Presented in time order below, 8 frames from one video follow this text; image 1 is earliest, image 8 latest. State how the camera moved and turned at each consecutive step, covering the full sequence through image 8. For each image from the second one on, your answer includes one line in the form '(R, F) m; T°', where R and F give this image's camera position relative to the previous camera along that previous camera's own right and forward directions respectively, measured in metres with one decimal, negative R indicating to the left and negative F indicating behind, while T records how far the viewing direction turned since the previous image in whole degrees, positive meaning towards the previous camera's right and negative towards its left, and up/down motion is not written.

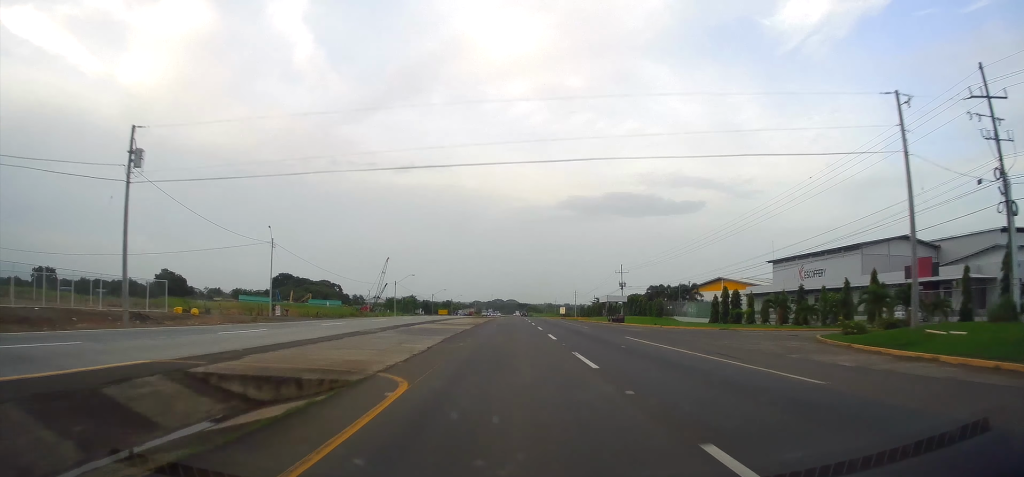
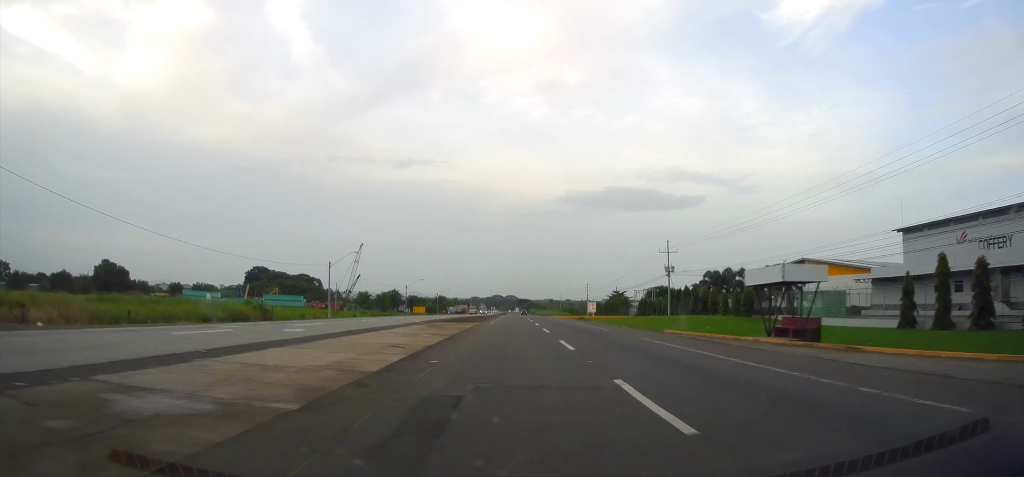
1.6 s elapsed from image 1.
(0.0, +40.4) m; 0°
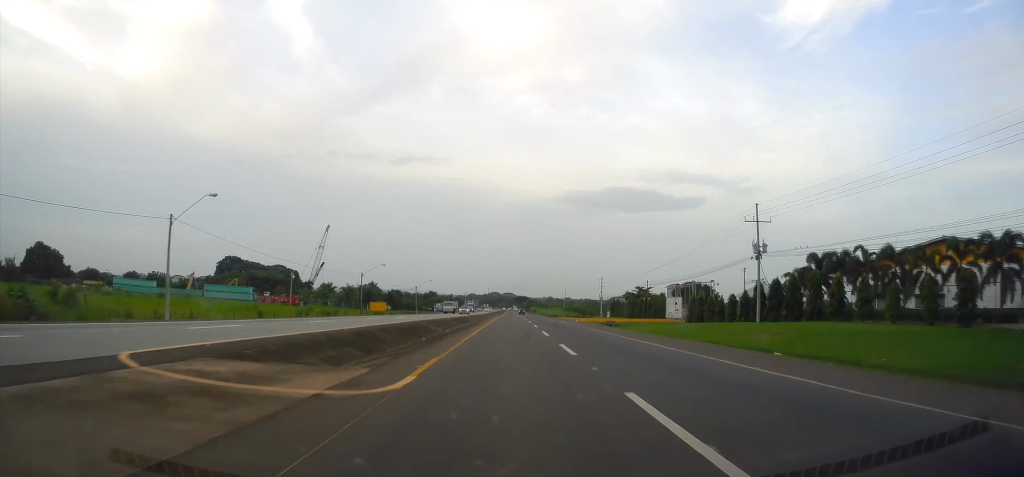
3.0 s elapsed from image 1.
(-0.3, +36.2) m; 0°
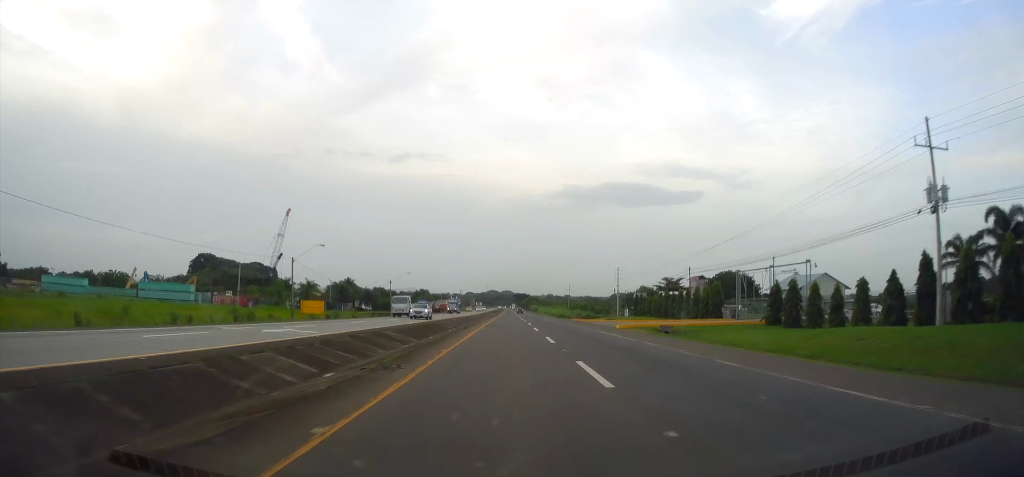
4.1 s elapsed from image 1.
(+0.2, +27.9) m; 0°
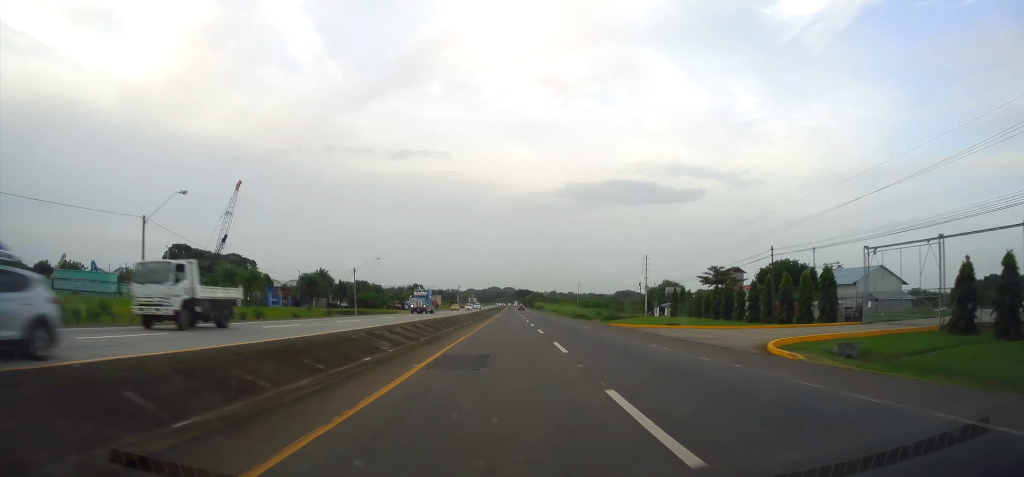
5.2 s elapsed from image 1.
(+0.2, +28.0) m; 0°
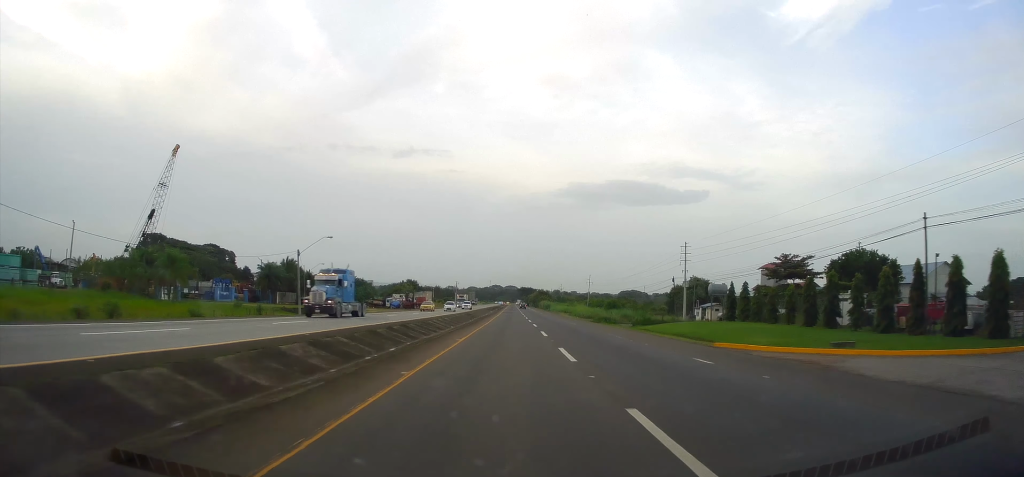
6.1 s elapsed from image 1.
(-0.2, +23.9) m; 0°
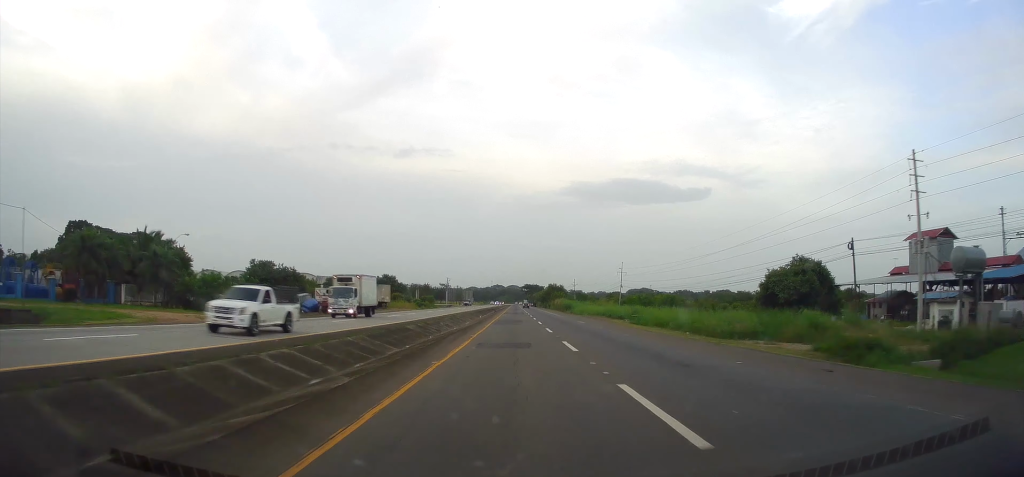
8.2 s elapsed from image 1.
(+0.1, +54.6) m; 0°
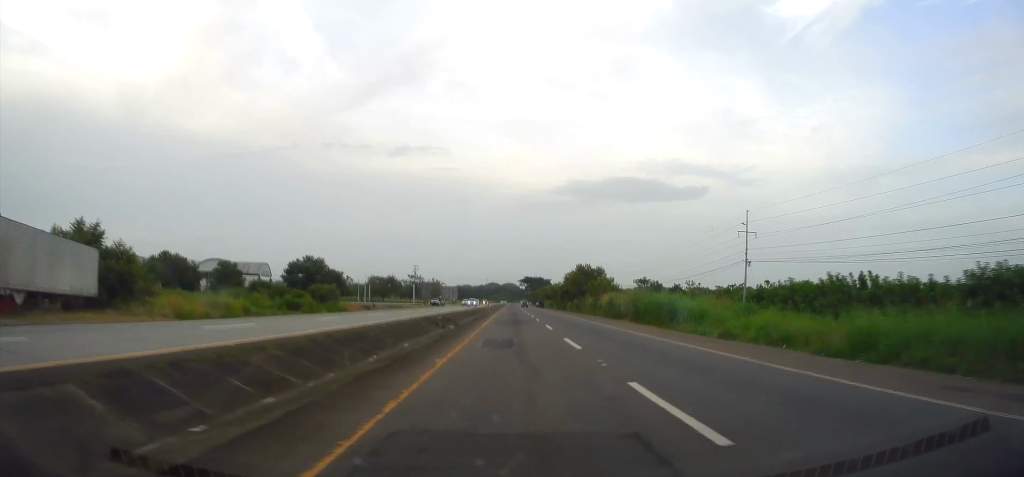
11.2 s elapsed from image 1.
(-0.2, +79.0) m; 0°
